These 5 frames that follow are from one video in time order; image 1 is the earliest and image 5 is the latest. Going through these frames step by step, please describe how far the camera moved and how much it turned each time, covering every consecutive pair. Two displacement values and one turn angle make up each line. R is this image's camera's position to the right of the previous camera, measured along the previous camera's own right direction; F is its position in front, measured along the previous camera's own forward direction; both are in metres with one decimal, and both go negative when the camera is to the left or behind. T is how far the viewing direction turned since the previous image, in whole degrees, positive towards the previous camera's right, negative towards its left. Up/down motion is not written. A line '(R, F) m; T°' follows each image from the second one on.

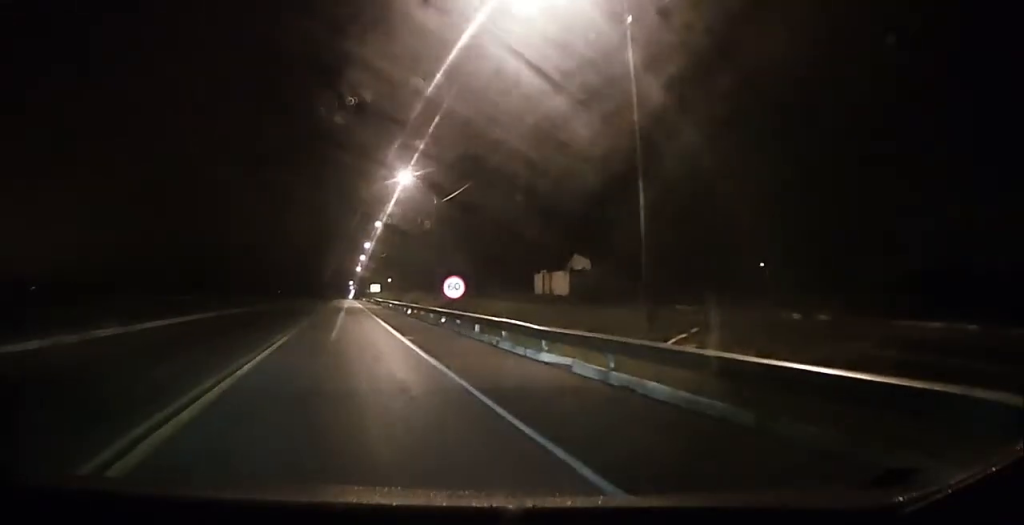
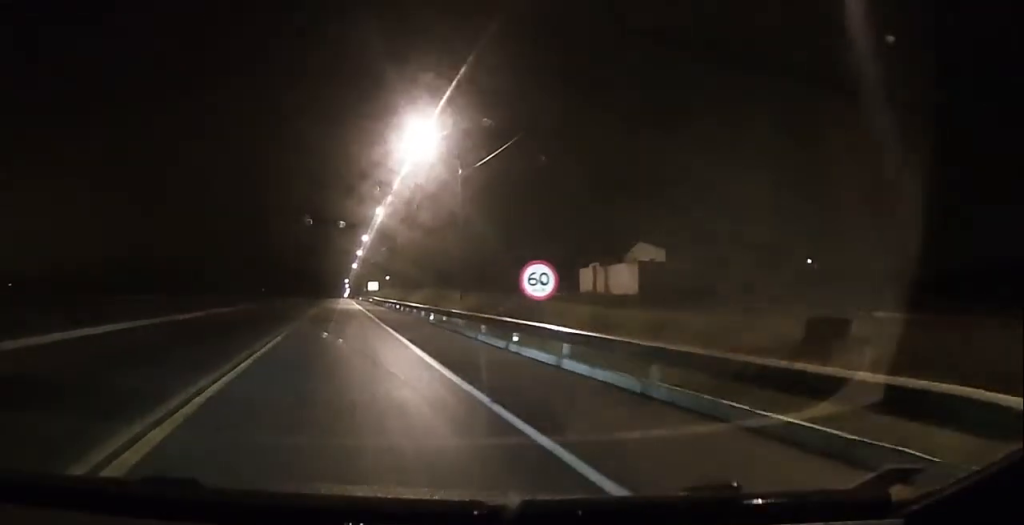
(+0.4, +12.5) m; +3°
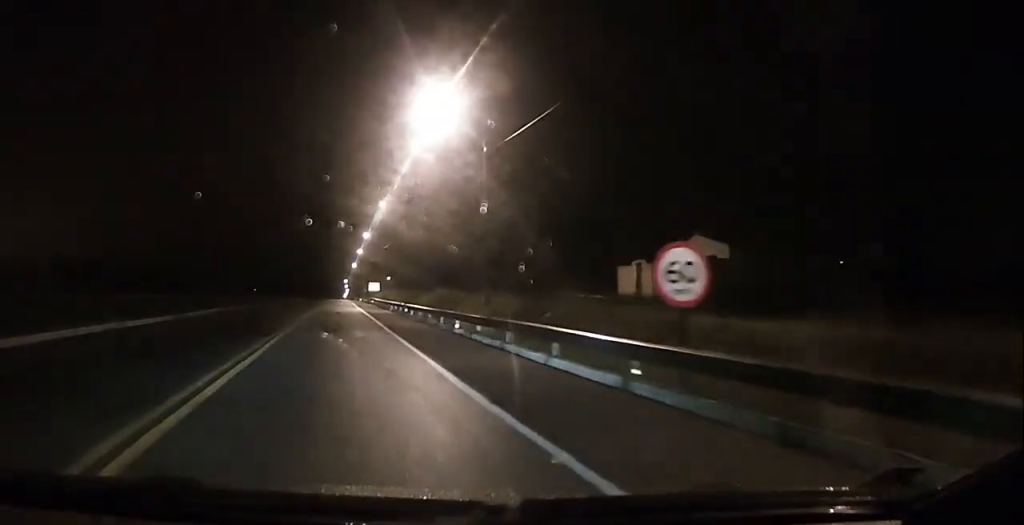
(0.0, +6.9) m; +1°
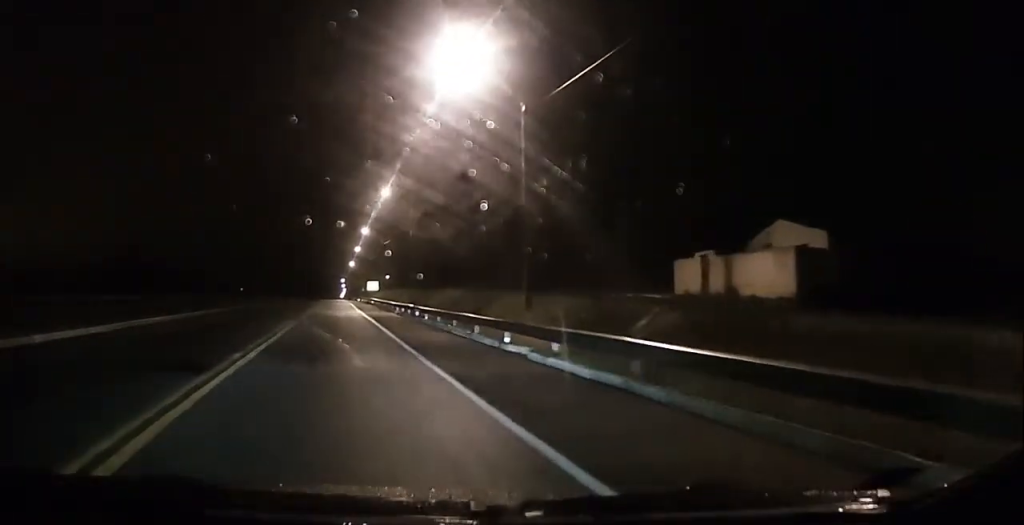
(+0.1, +7.9) m; +1°
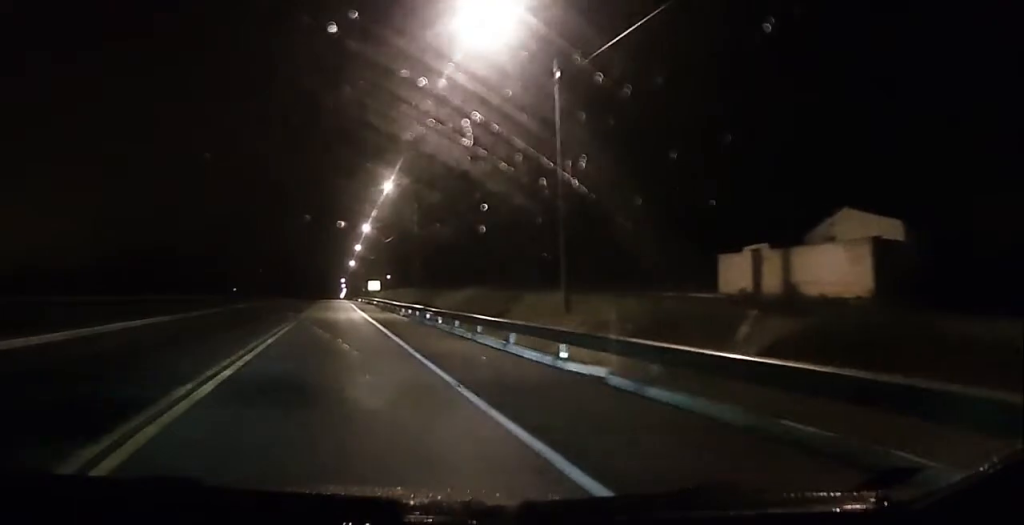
(0.0, +4.4) m; 0°
